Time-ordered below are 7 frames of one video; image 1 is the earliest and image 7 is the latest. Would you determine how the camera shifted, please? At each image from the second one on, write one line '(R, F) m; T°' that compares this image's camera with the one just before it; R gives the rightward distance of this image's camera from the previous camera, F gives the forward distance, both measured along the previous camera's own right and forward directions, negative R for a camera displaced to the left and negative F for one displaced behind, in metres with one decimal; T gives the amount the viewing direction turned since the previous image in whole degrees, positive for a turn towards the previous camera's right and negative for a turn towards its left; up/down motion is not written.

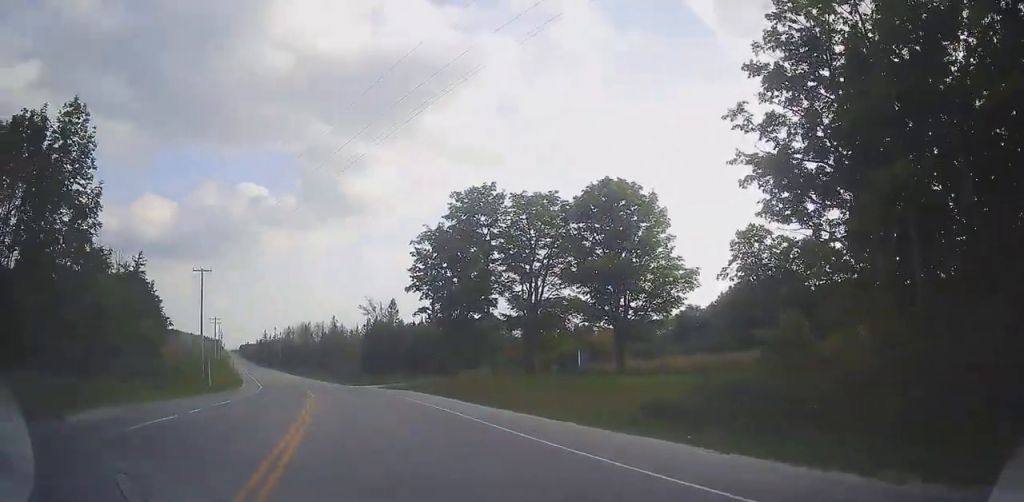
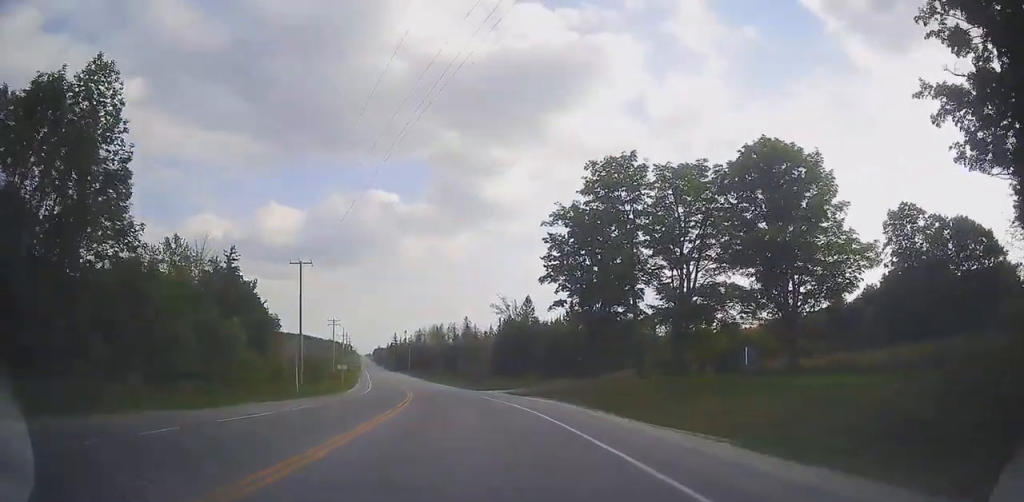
(-0.8, +8.8) m; -10°
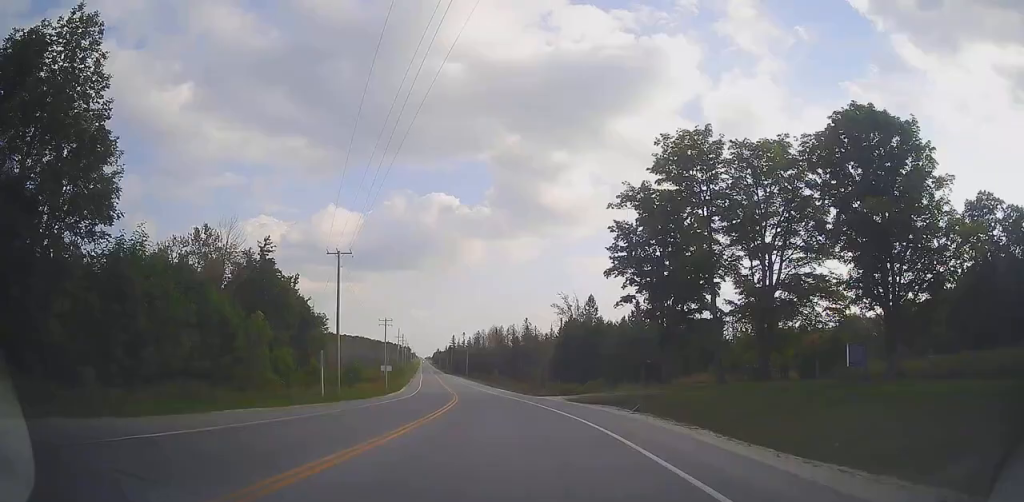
(-0.5, +7.0) m; -3°
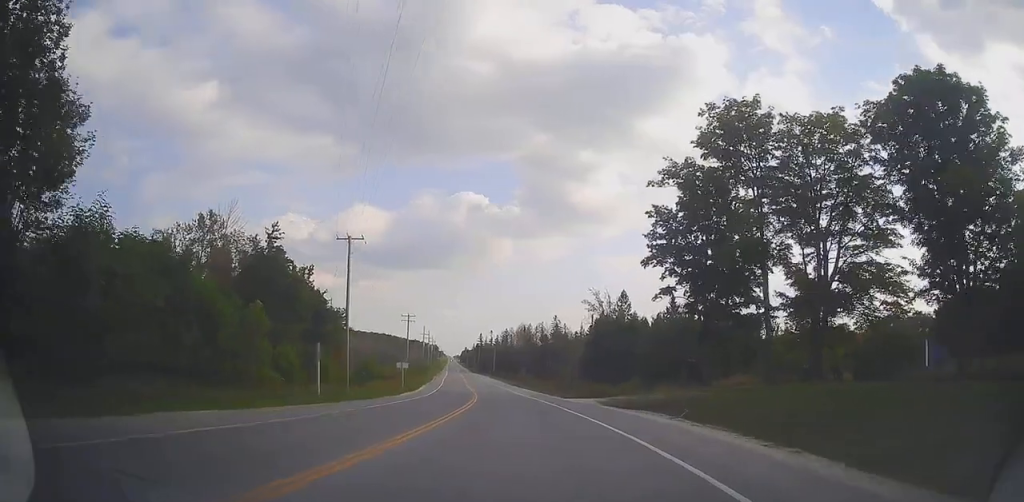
(-0.2, +5.4) m; -2°
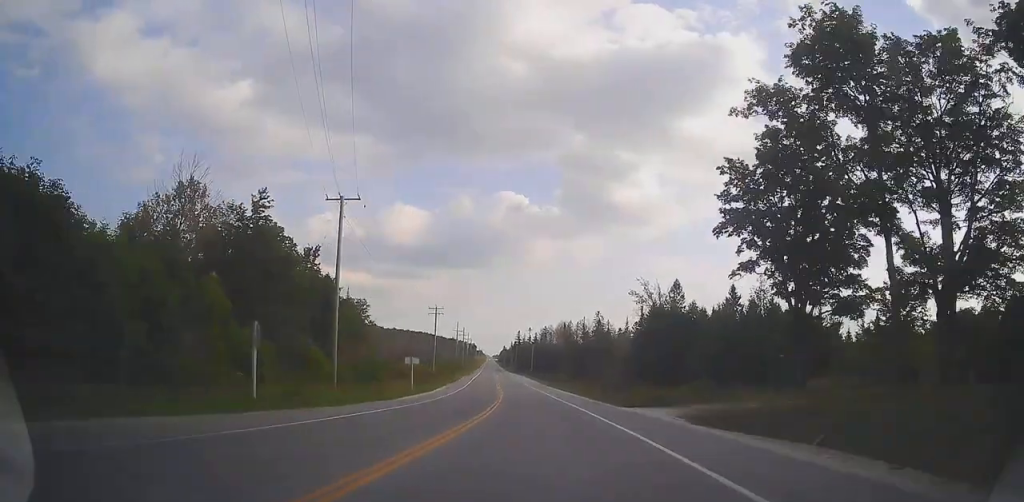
(+0.1, +12.7) m; -2°
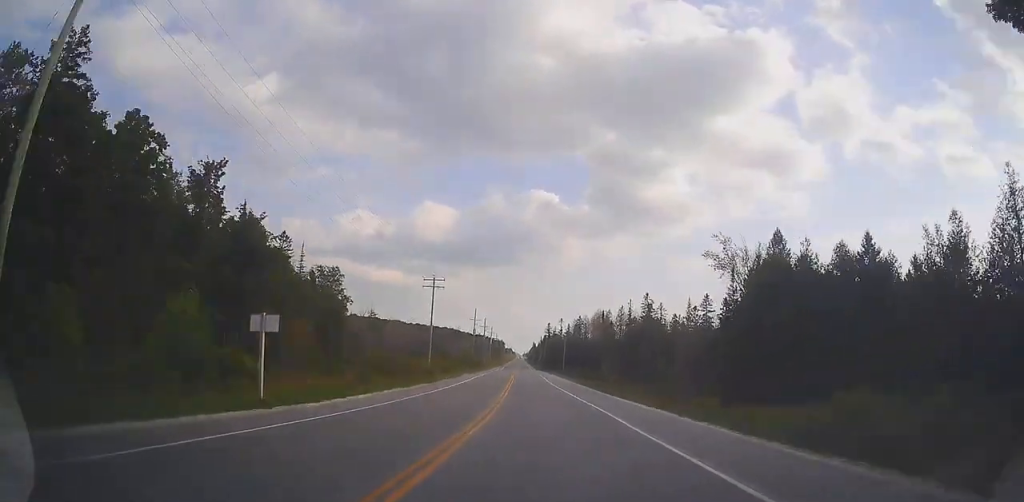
(-1.1, +30.8) m; -2°
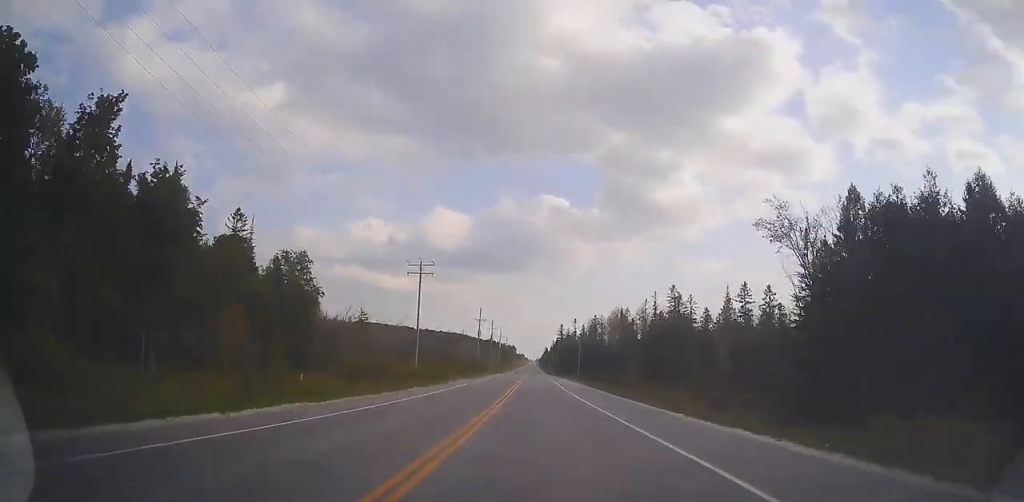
(+0.1, +15.6) m; -1°
